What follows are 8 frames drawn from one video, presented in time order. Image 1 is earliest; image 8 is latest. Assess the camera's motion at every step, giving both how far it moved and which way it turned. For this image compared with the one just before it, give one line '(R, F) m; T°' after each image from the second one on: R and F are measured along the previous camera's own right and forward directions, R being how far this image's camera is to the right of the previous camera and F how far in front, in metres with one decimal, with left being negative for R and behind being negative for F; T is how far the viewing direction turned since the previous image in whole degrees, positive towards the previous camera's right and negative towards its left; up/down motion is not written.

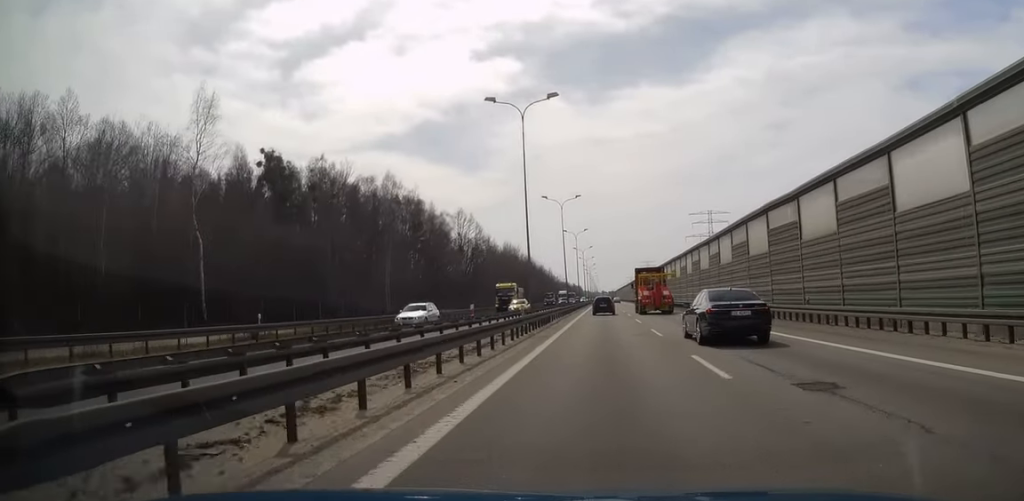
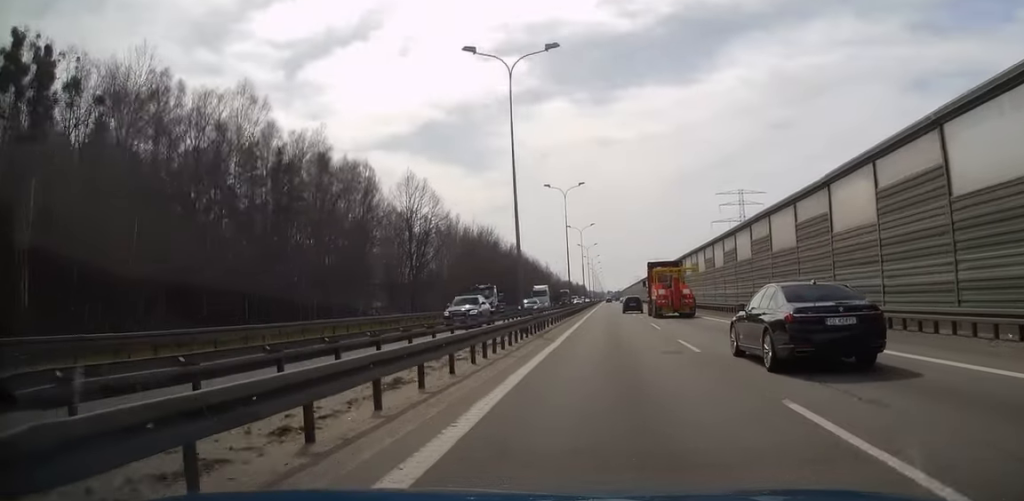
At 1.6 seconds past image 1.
(-0.1, +43.8) m; 0°
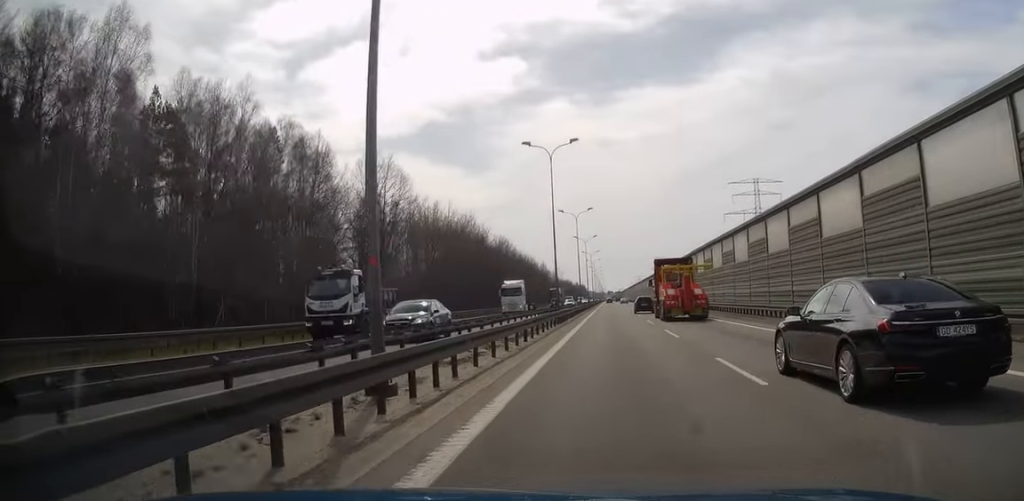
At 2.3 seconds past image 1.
(0.0, +18.3) m; 0°
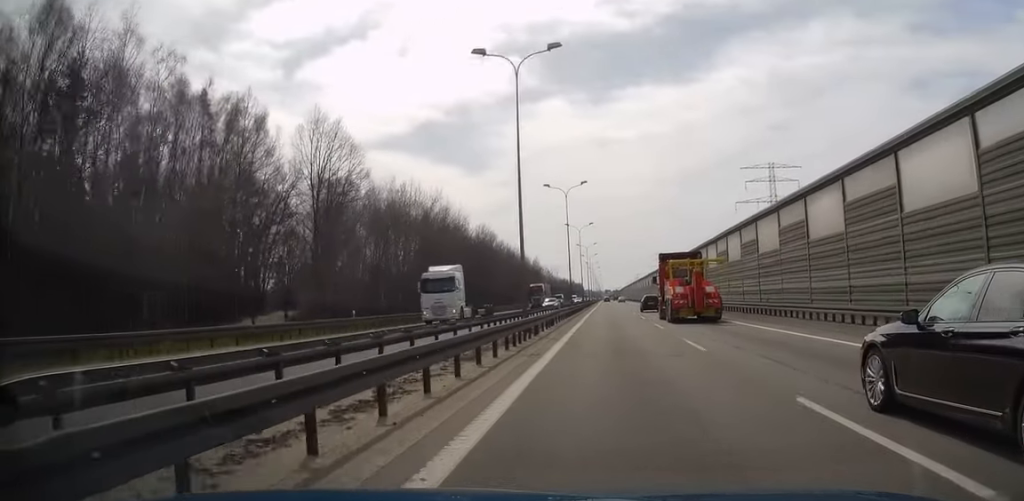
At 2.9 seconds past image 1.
(0.0, +18.2) m; 0°
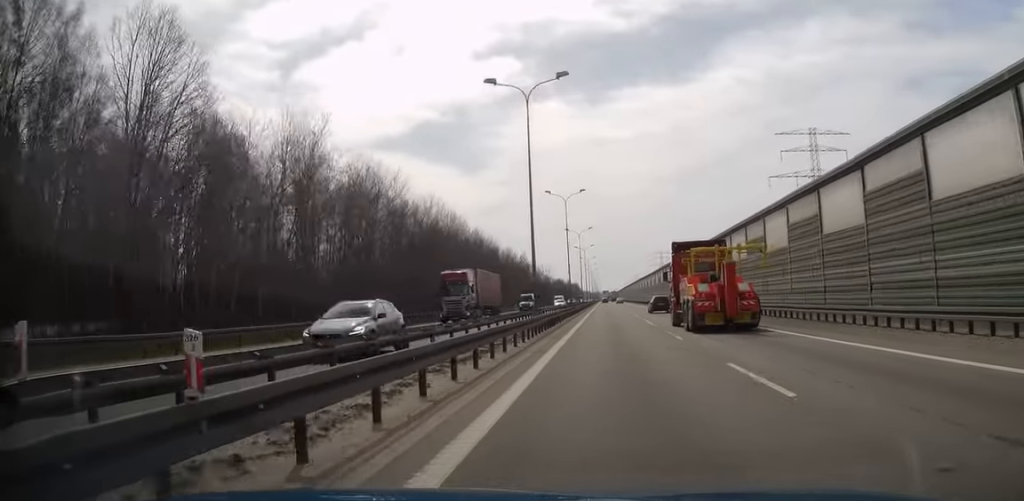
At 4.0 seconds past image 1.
(0.0, +32.3) m; 0°
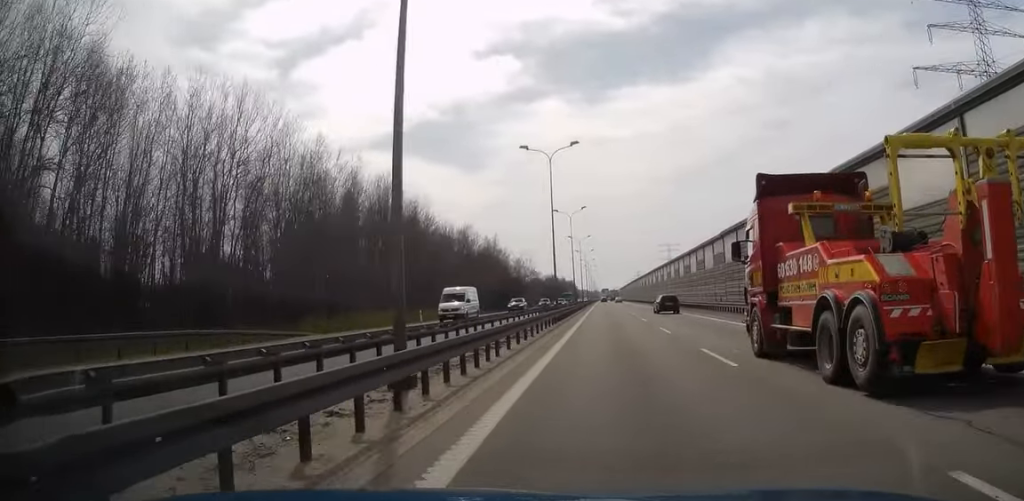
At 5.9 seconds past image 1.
(0.0, +57.4) m; 0°
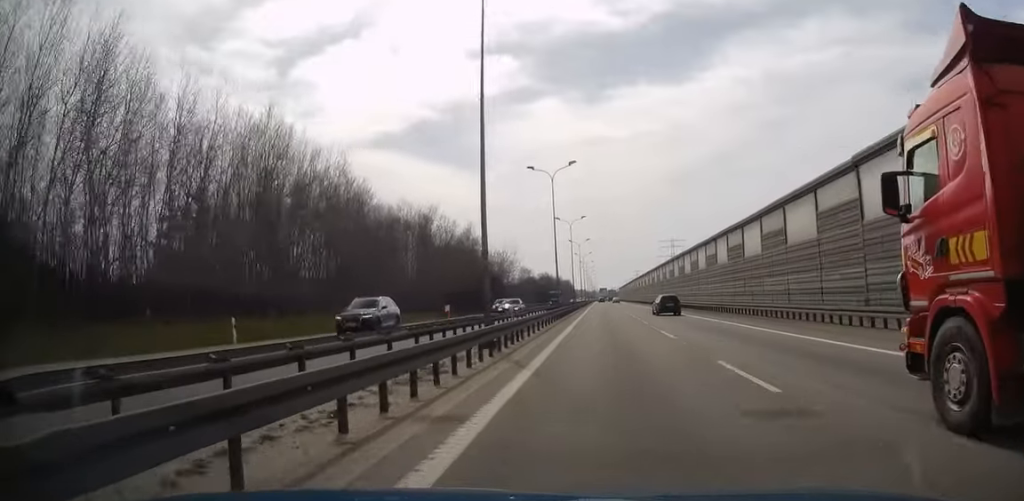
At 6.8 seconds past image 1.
(+0.1, +27.7) m; 0°
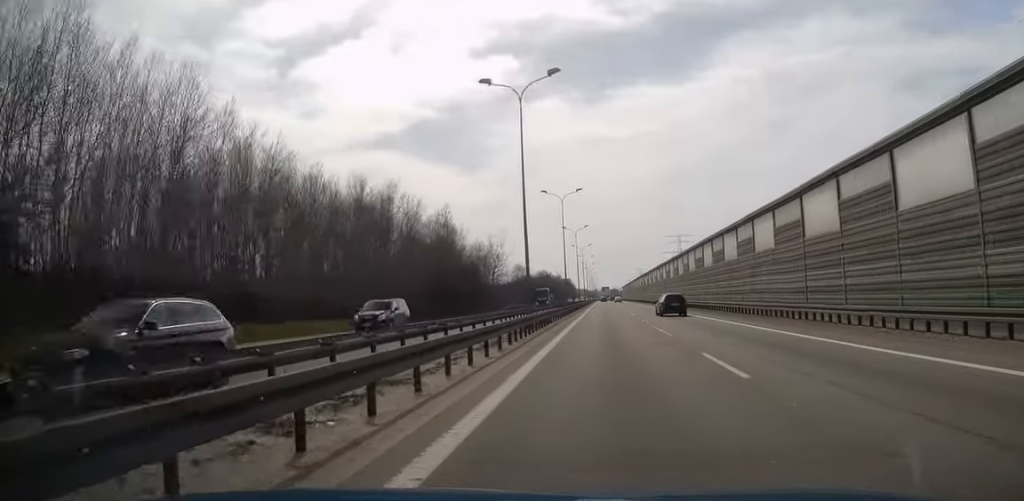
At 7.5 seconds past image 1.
(0.0, +22.8) m; 0°
